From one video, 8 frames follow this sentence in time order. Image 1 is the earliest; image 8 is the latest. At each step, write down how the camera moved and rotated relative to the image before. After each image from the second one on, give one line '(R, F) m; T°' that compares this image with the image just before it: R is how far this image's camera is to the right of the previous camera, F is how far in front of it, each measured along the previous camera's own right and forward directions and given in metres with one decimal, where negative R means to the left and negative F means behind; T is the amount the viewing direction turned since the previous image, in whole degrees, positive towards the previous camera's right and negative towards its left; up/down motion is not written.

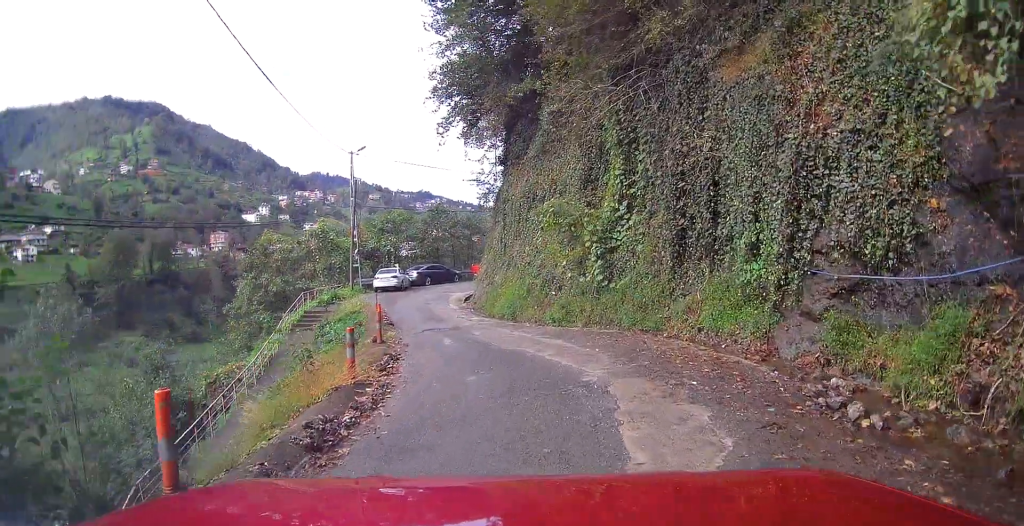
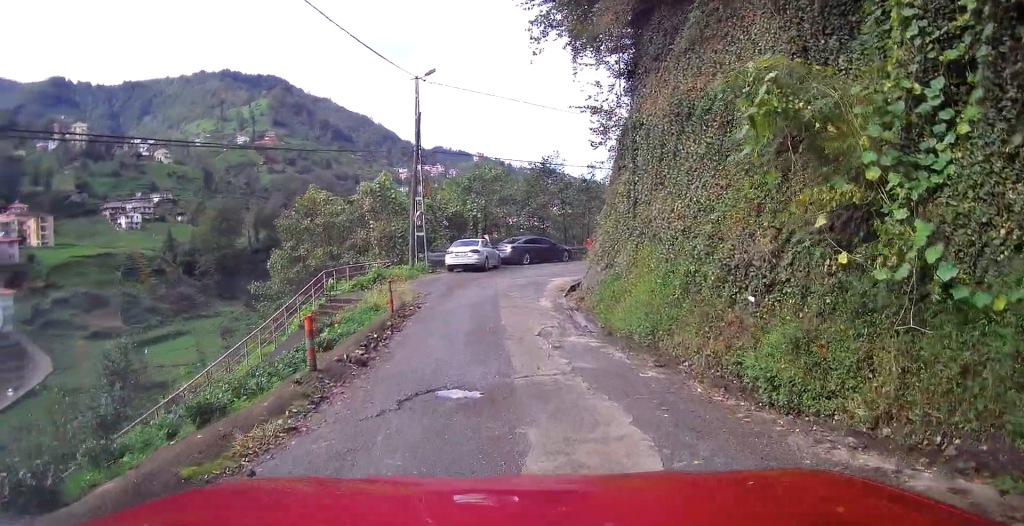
(-0.8, +11.9) m; -9°
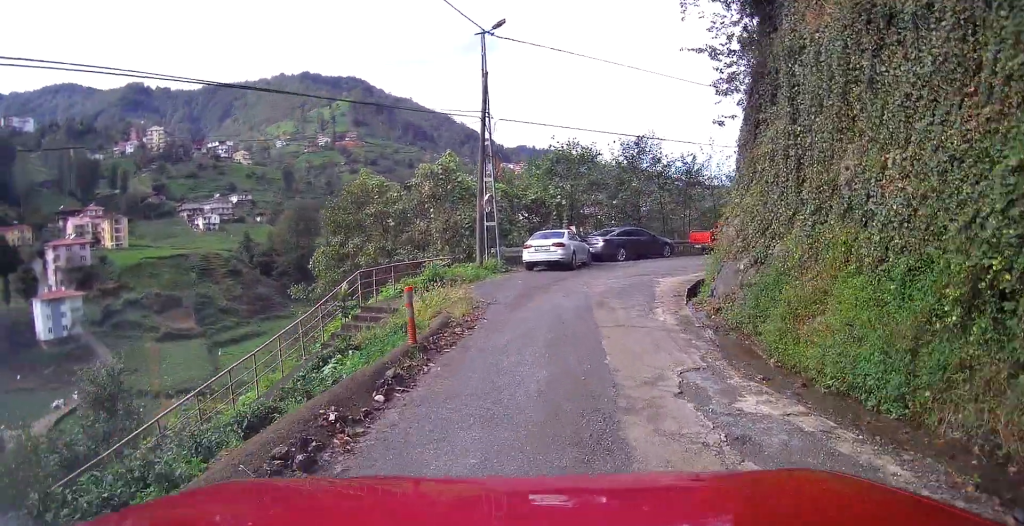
(-0.3, +5.7) m; -5°
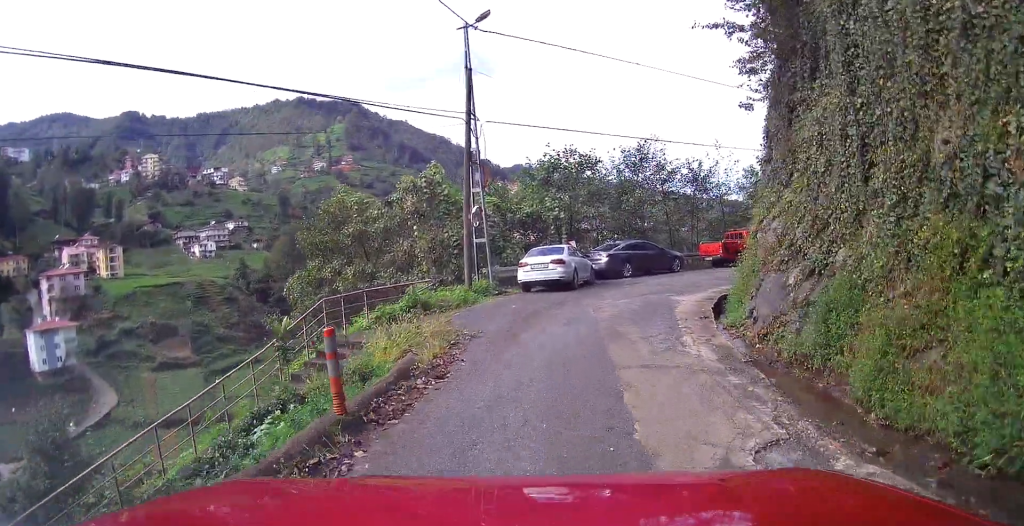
(-0.1, +2.7) m; -2°
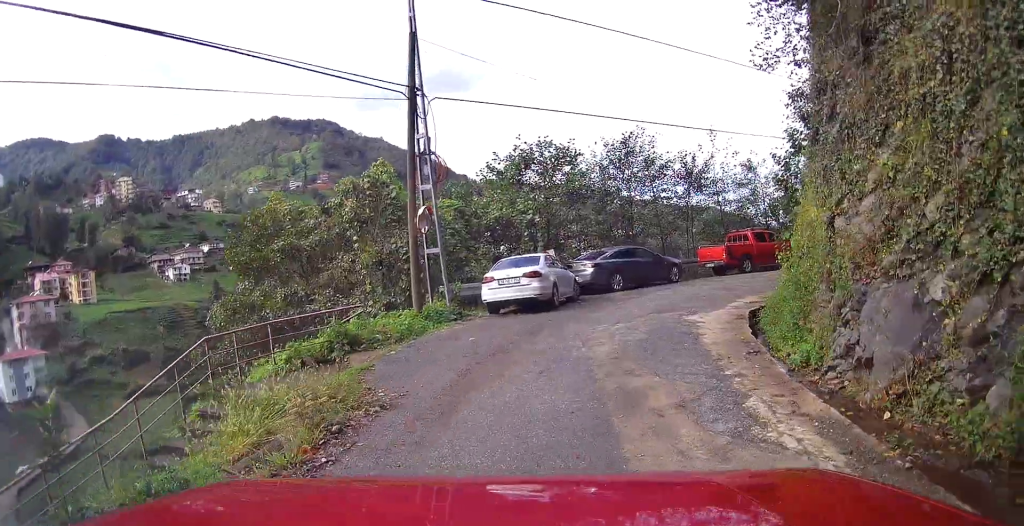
(-0.1, +4.3) m; -1°
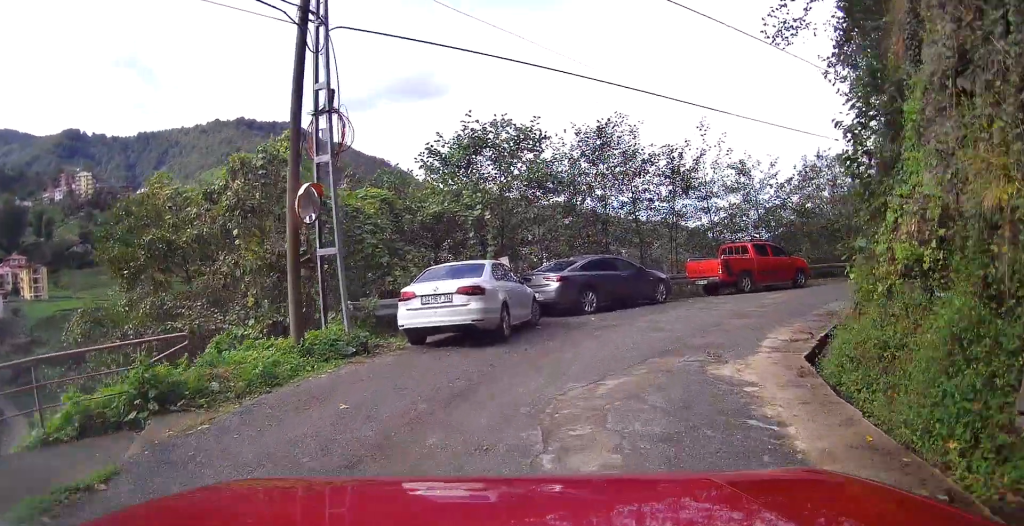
(-0.1, +5.0) m; +2°
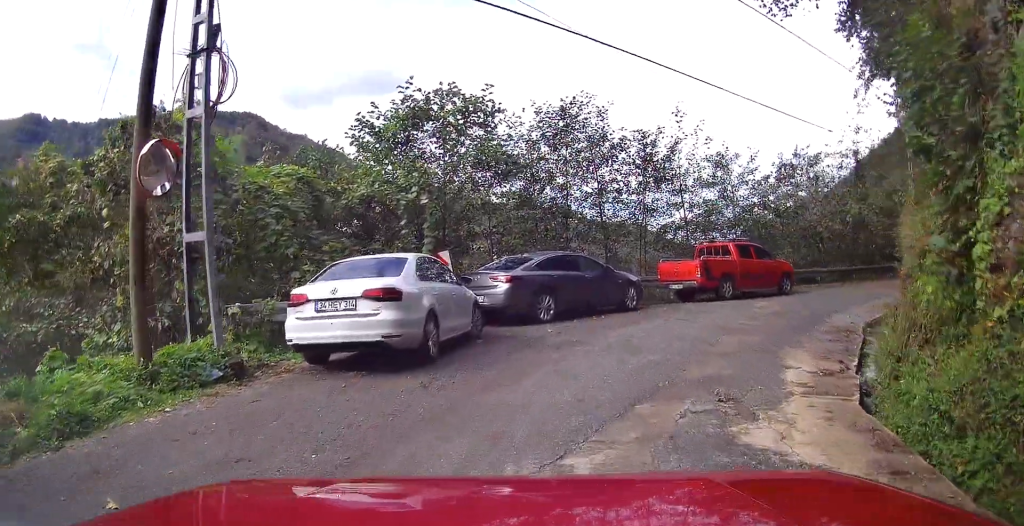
(+0.1, +3.0) m; +3°
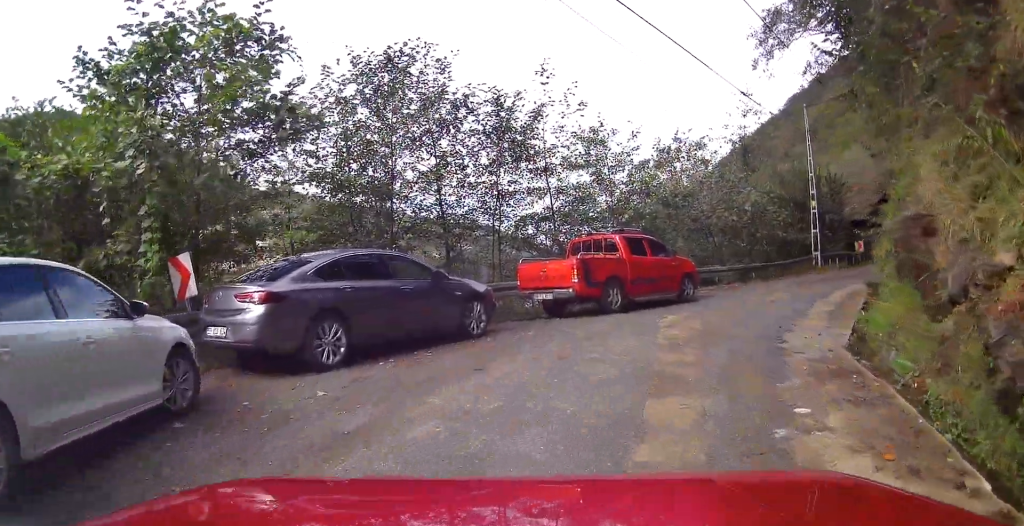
(+0.3, +5.5) m; +7°
